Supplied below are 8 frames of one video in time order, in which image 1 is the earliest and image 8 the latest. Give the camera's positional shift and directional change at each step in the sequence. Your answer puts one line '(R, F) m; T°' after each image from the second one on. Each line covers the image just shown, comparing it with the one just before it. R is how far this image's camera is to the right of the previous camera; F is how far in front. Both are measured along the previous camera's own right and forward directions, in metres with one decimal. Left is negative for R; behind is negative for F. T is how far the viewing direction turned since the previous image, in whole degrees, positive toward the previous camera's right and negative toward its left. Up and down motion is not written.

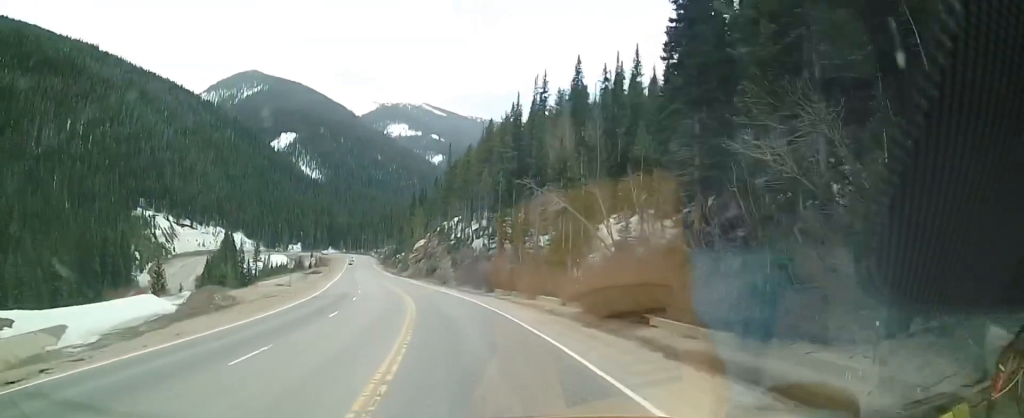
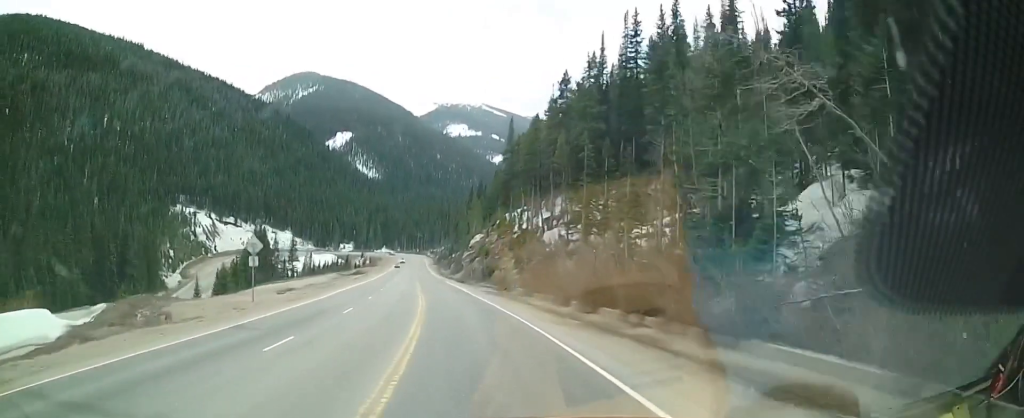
(-1.6, +23.2) m; -8°
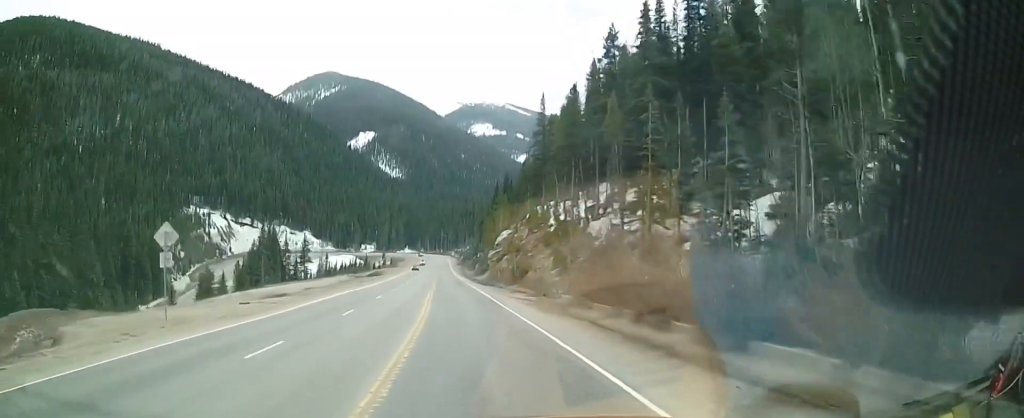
(-0.4, +13.3) m; -3°
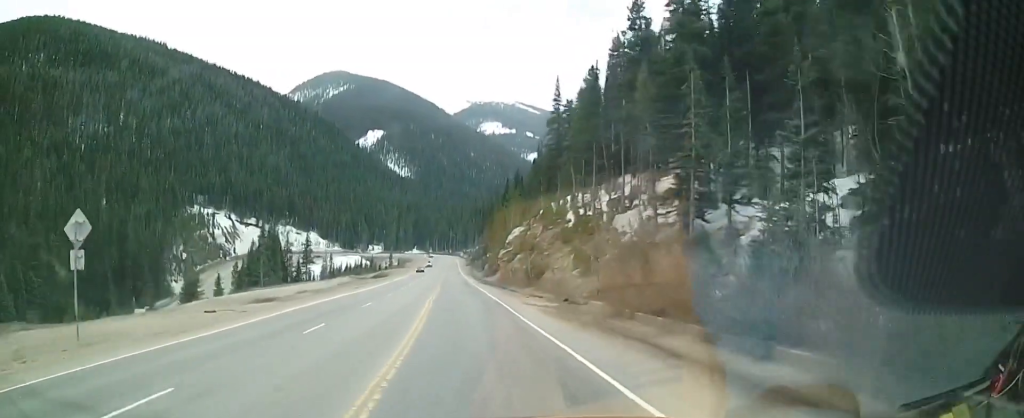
(0.0, +6.4) m; -1°
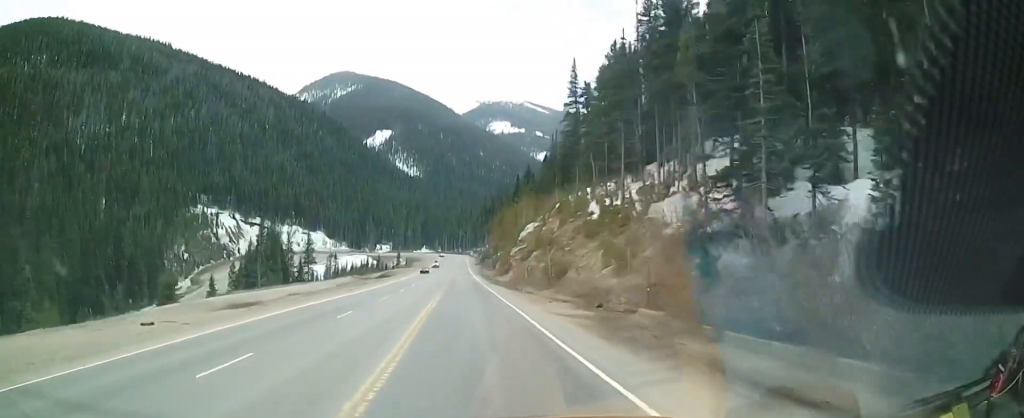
(-0.2, +7.5) m; -1°
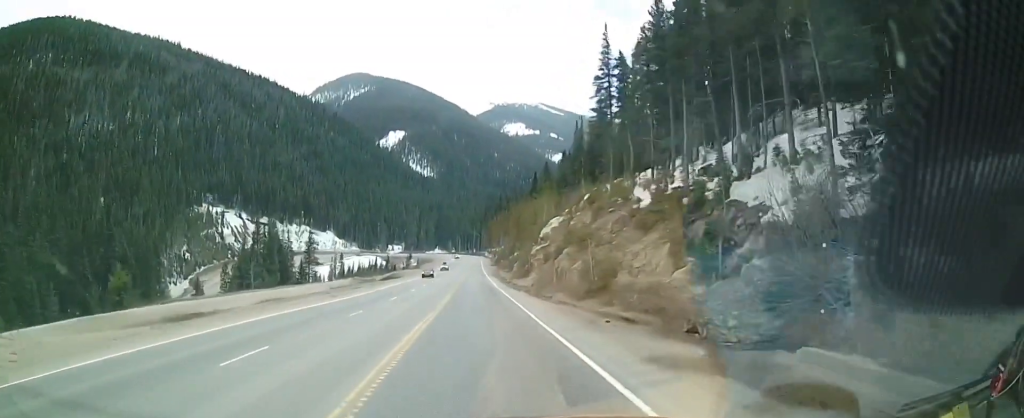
(-0.2, +11.4) m; -2°
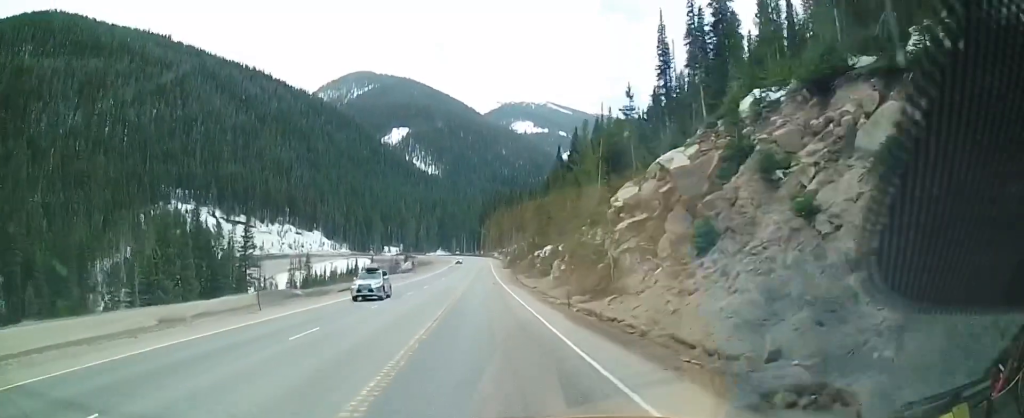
(-1.0, +44.0) m; -1°
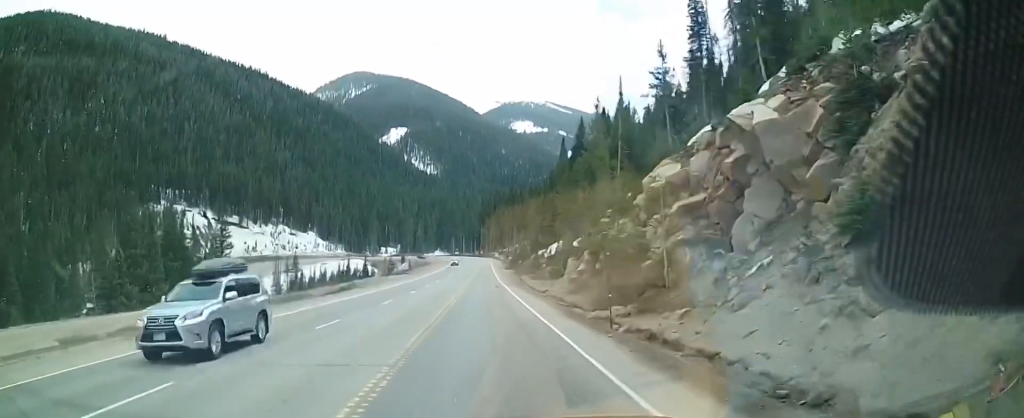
(0.0, +9.6) m; 0°
